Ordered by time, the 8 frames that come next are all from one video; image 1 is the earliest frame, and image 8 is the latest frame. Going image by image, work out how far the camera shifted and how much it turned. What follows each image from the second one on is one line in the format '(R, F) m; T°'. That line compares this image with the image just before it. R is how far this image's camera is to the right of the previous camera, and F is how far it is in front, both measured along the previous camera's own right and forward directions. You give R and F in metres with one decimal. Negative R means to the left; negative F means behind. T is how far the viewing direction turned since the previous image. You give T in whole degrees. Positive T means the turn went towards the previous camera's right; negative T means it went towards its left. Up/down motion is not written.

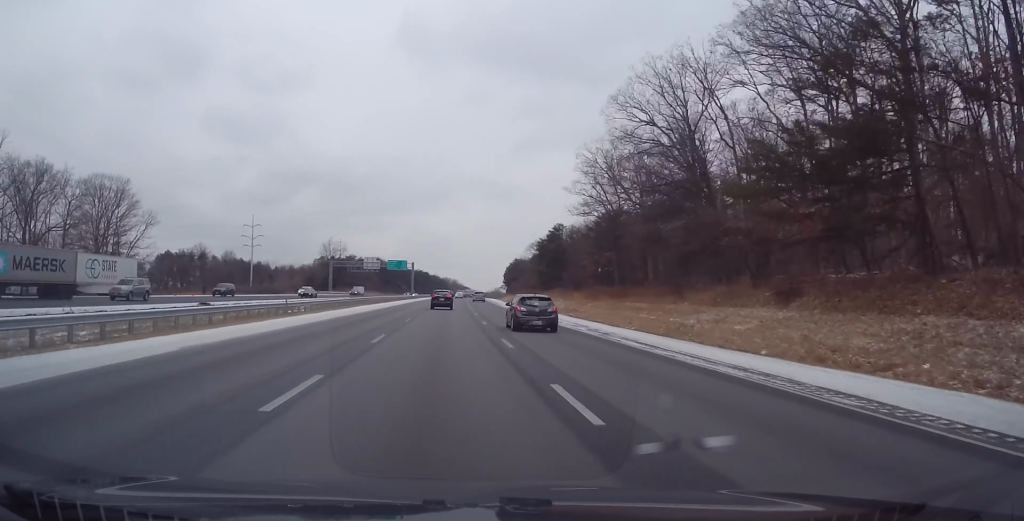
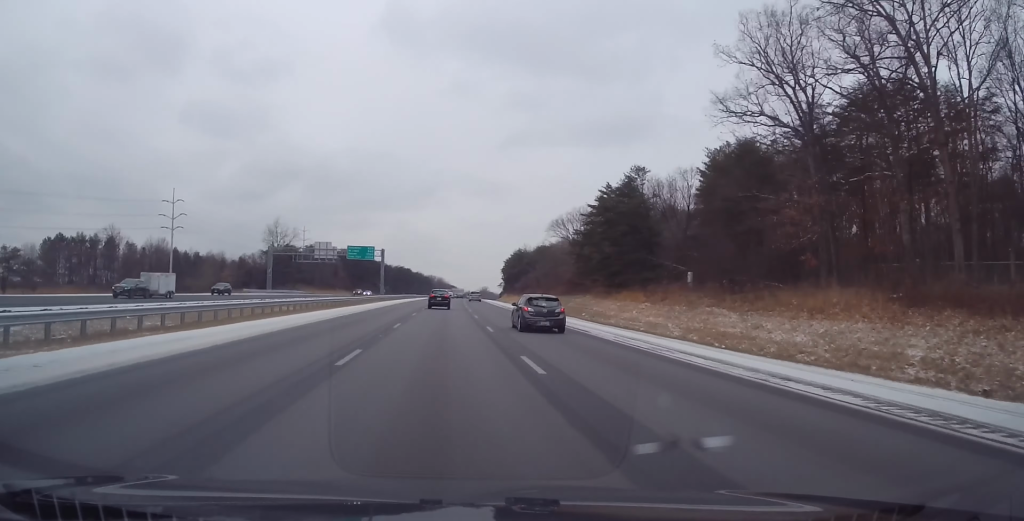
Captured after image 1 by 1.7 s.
(+0.6, +53.3) m; +1°
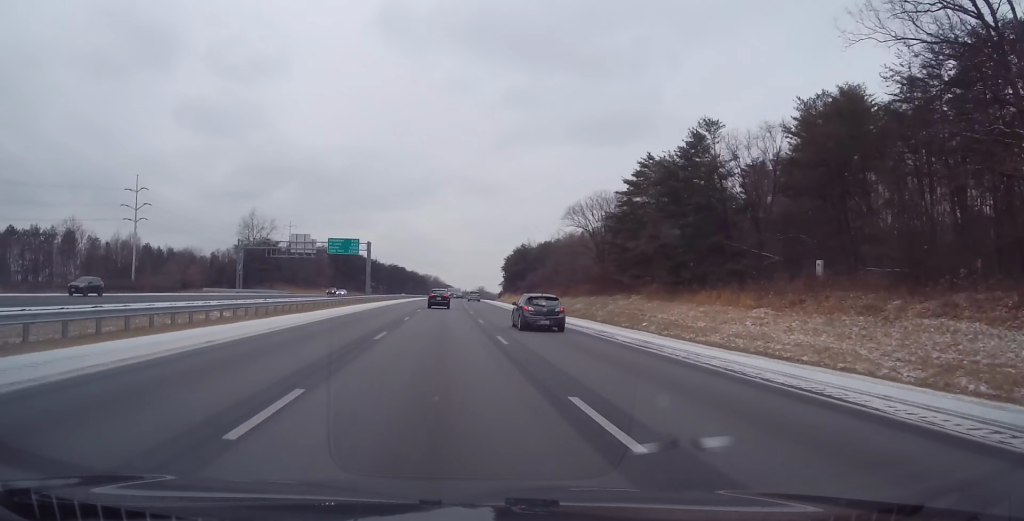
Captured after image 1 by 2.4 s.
(+0.1, +18.3) m; 0°
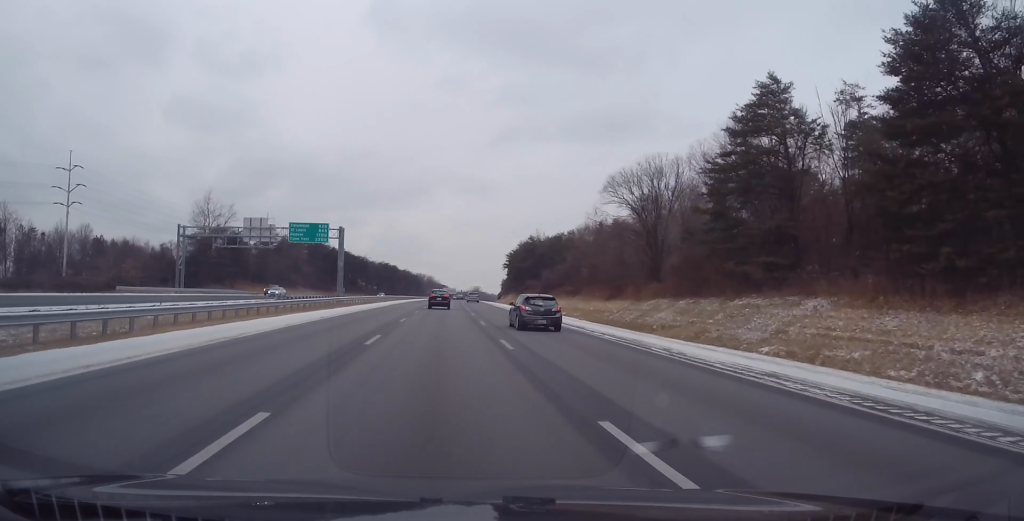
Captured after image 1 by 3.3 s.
(+0.2, +26.9) m; +1°
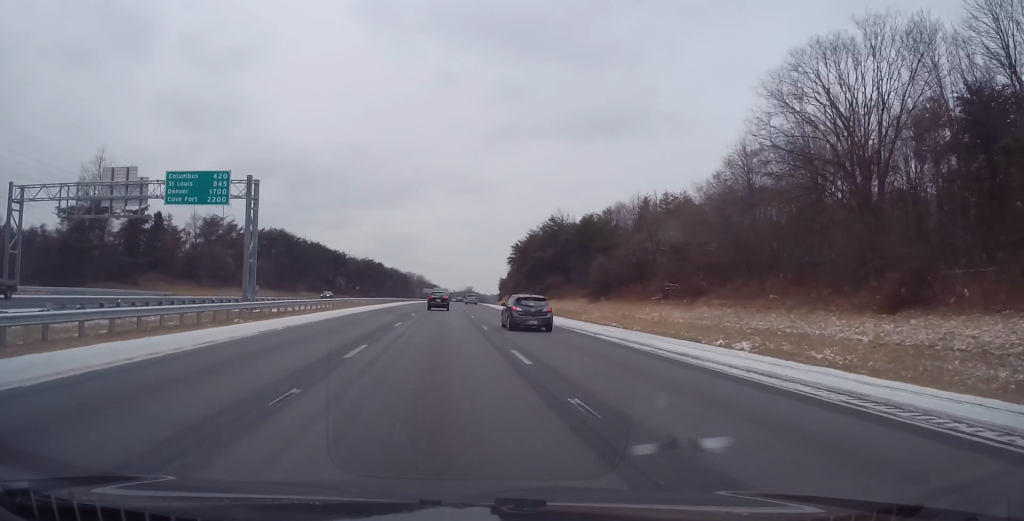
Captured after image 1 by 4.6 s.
(+0.3, +39.4) m; +1°
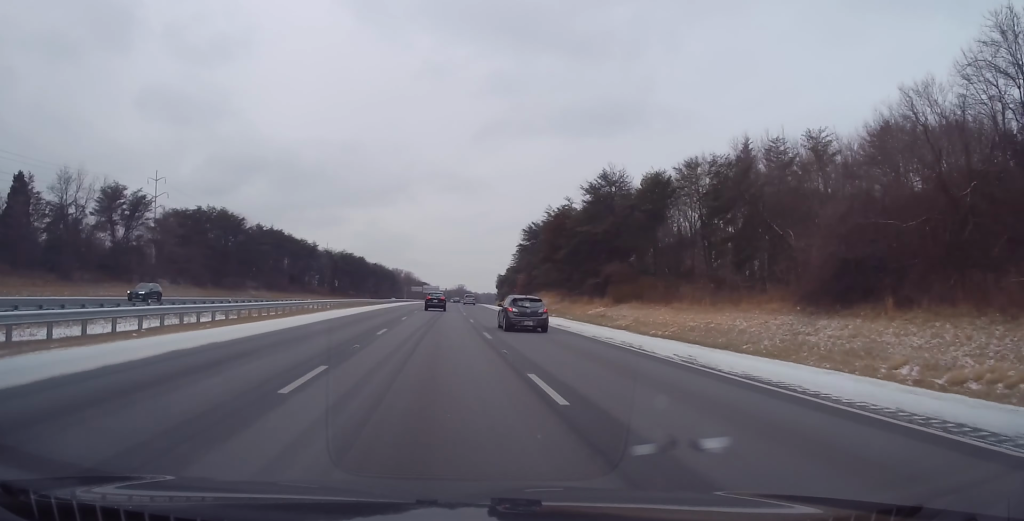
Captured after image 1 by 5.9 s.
(+0.3, +40.9) m; +1°
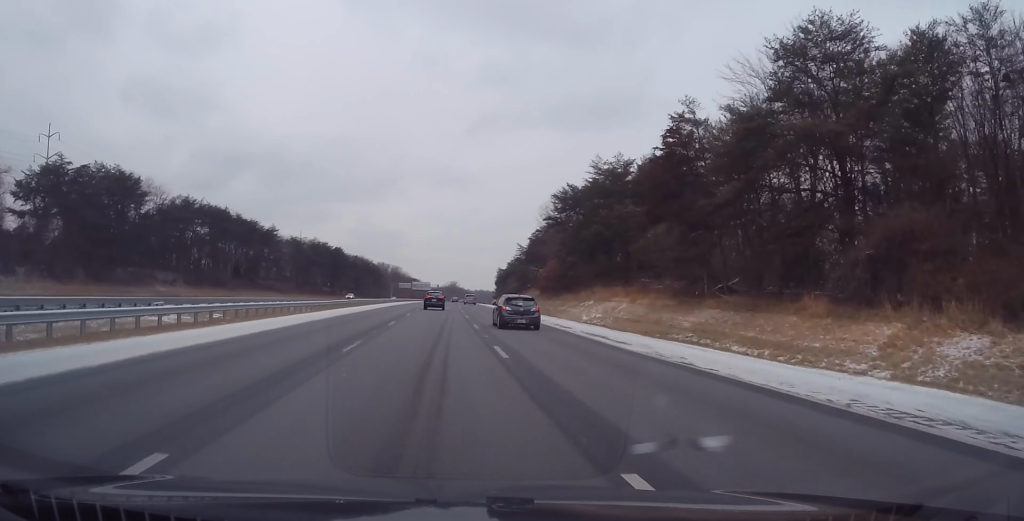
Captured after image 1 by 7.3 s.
(+0.2, +44.4) m; +1°
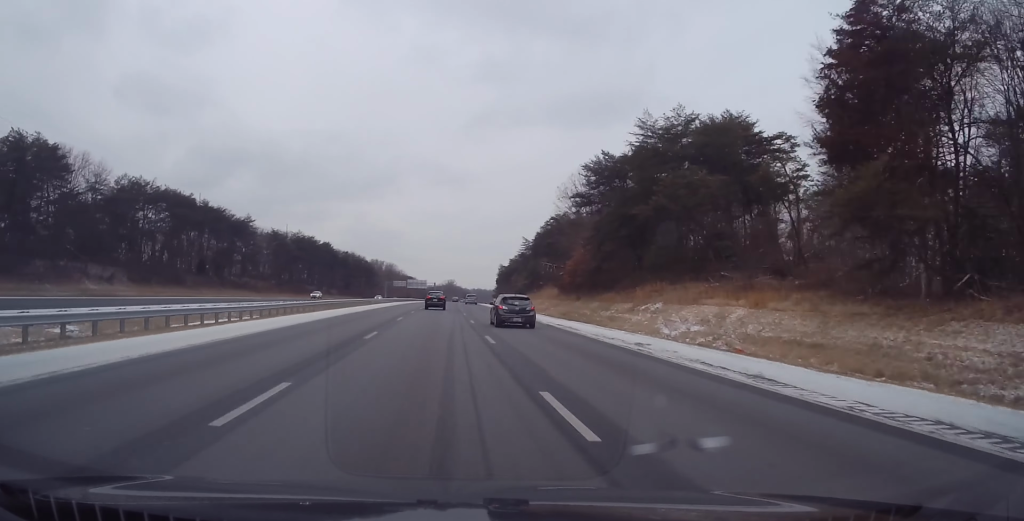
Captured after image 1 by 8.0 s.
(-0.1, +20.3) m; 0°
